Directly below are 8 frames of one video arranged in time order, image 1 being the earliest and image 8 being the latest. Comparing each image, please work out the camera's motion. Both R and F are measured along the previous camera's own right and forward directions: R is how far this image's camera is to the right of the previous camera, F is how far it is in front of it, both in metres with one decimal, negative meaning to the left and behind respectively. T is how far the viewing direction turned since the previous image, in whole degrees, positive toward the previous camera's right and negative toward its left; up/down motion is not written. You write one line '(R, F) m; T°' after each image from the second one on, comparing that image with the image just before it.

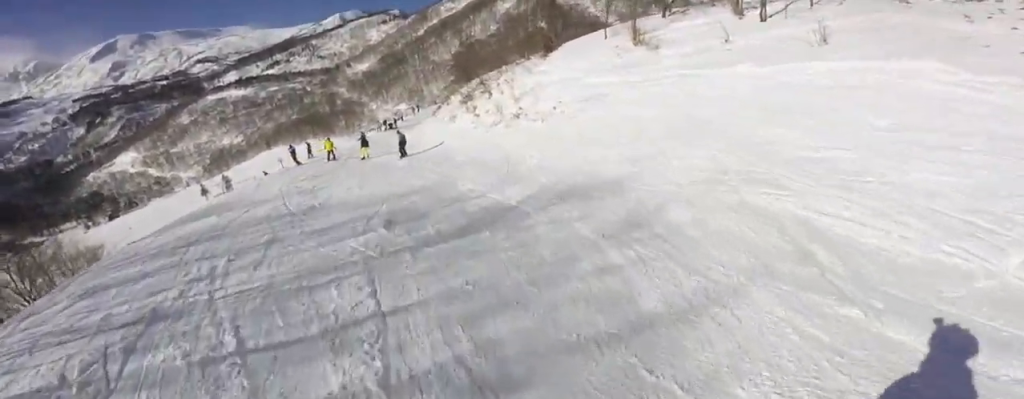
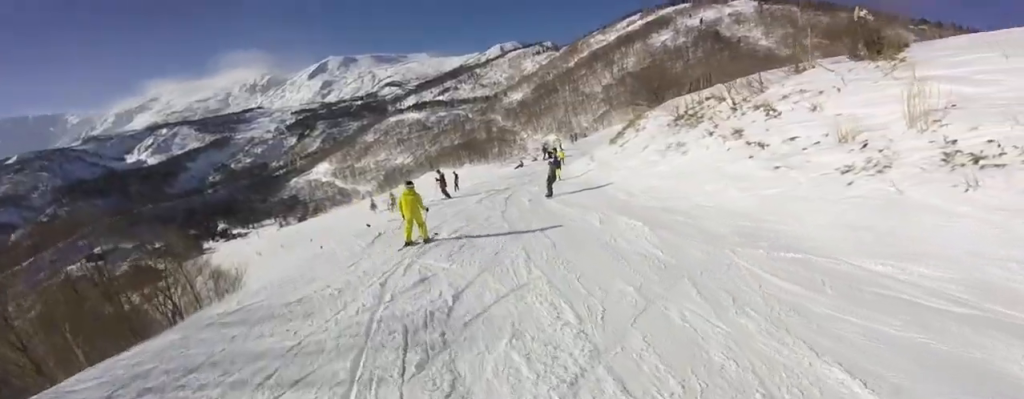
(+1.0, +12.0) m; +6°
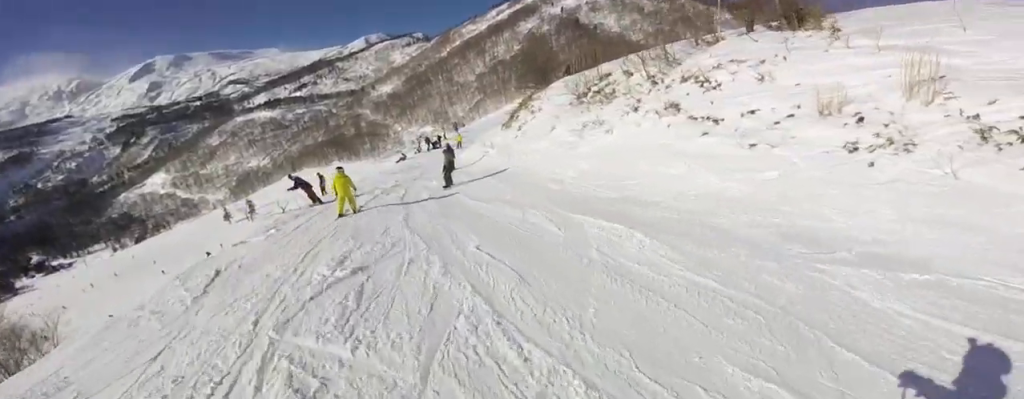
(-0.4, +3.6) m; -5°
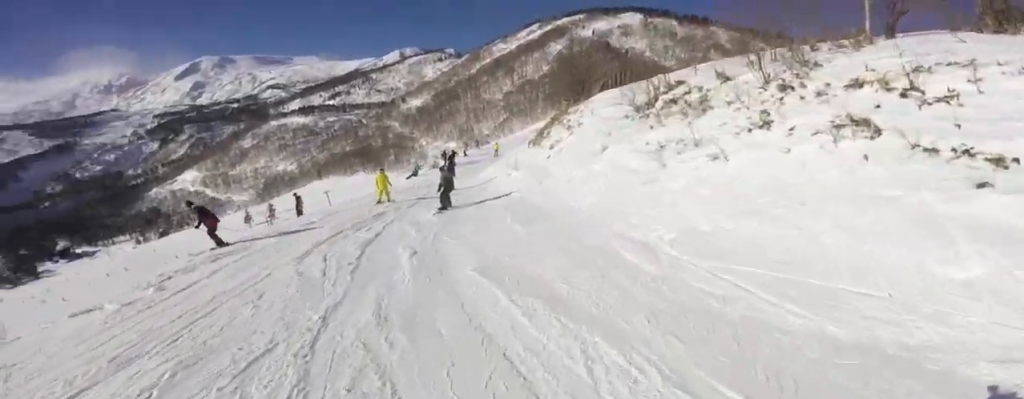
(-0.2, +5.3) m; +3°
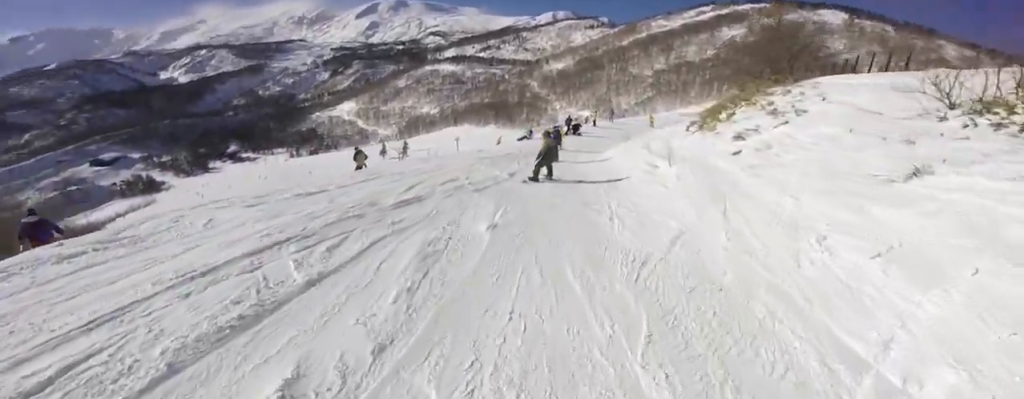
(+0.7, +5.5) m; +13°
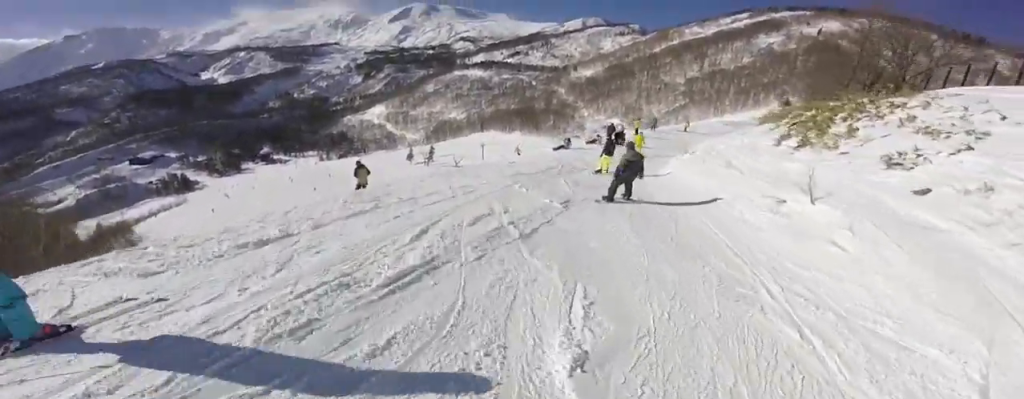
(+0.1, +2.8) m; +11°
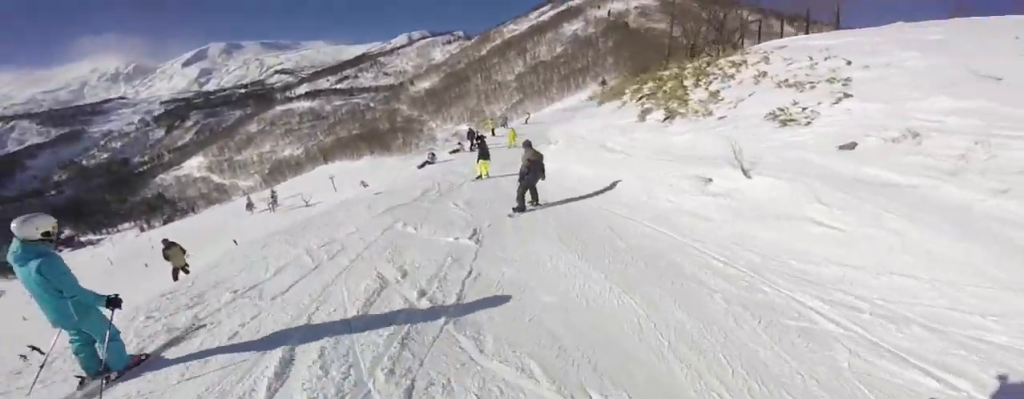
(+0.2, +1.5) m; +16°
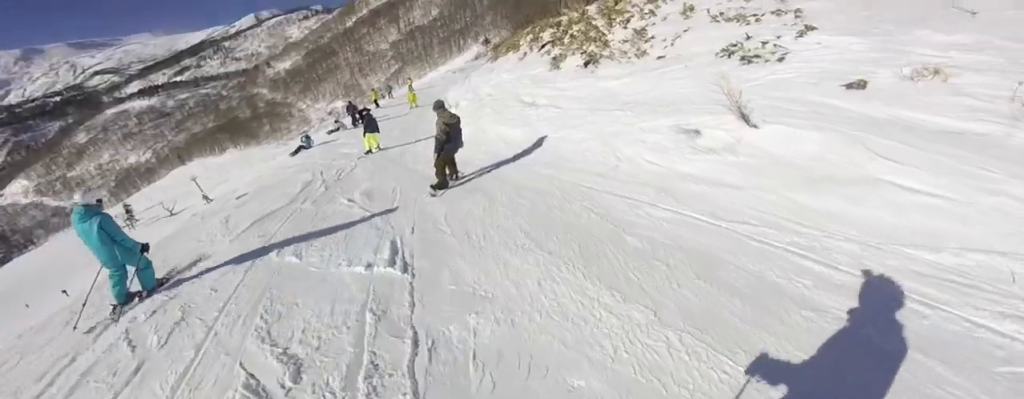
(+0.1, +1.8) m; +27°
